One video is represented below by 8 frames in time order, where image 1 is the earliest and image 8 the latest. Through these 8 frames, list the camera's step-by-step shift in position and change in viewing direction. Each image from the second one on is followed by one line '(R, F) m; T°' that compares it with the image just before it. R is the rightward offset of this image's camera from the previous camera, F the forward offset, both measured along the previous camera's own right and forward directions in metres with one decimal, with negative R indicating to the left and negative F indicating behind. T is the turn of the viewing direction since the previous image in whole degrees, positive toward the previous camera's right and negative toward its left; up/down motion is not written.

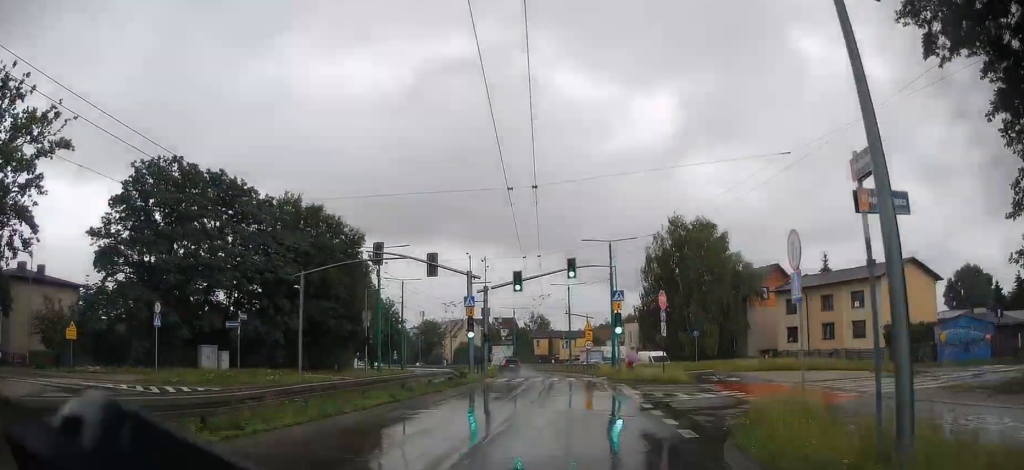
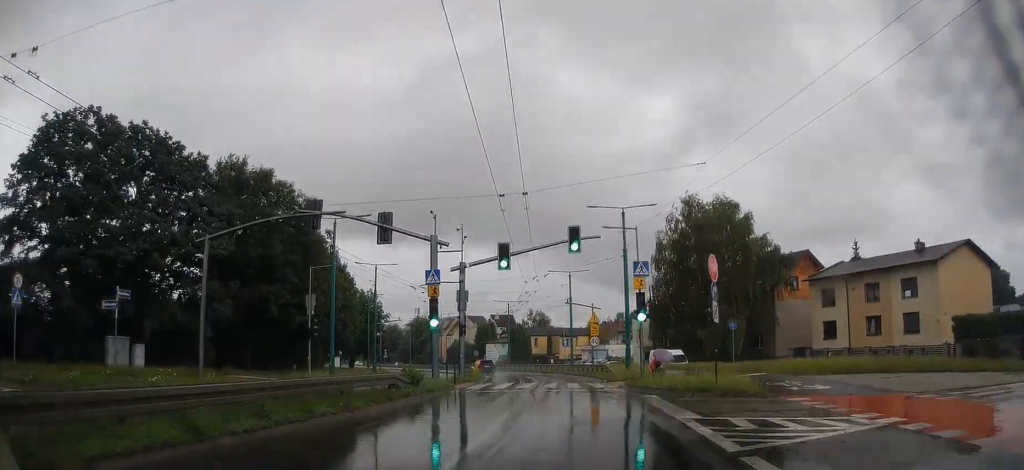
(0.0, +10.0) m; -1°
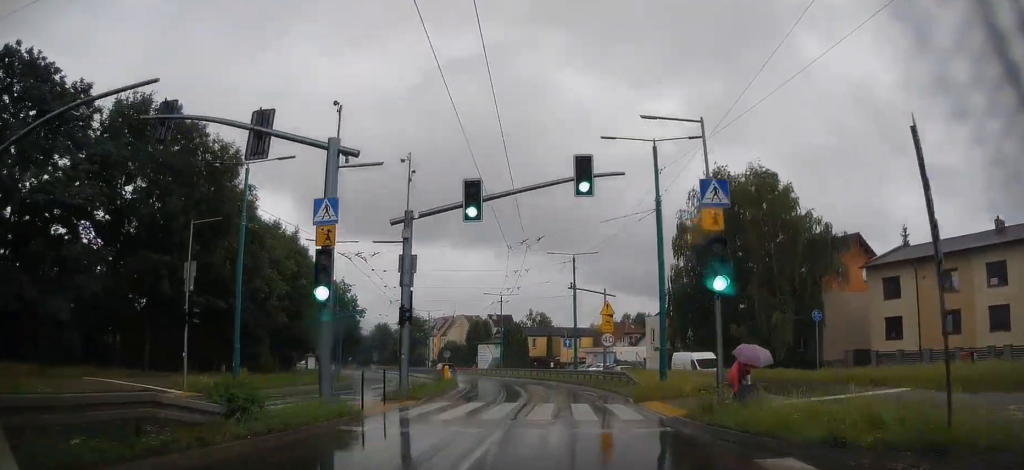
(-0.1, +12.0) m; -3°
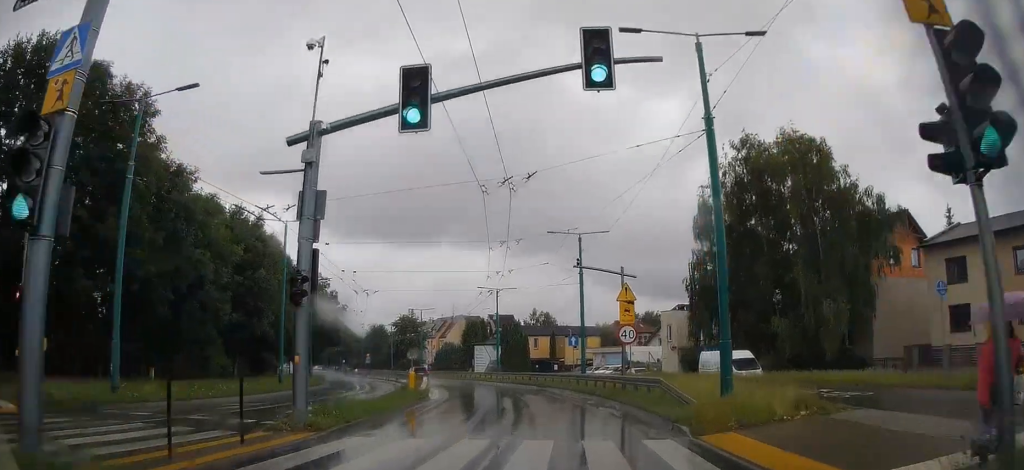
(-0.1, +8.5) m; -3°
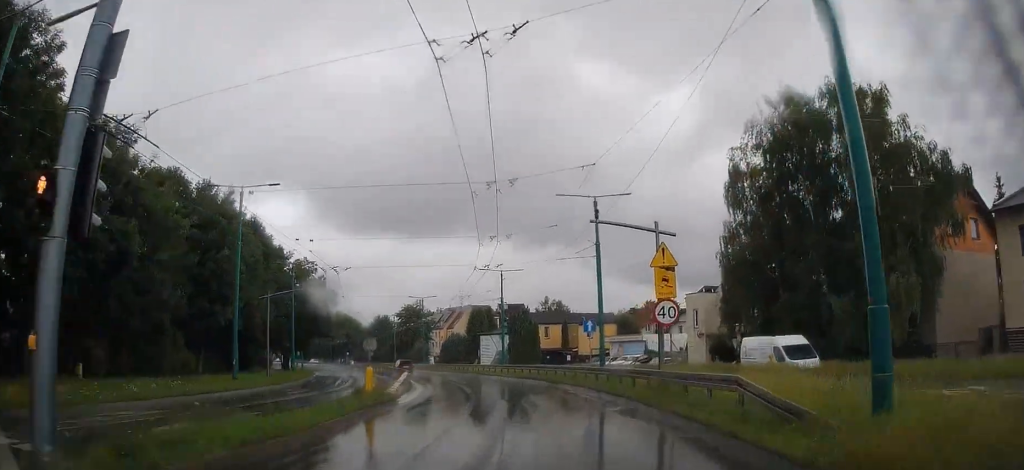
(-0.3, +7.0) m; -2°
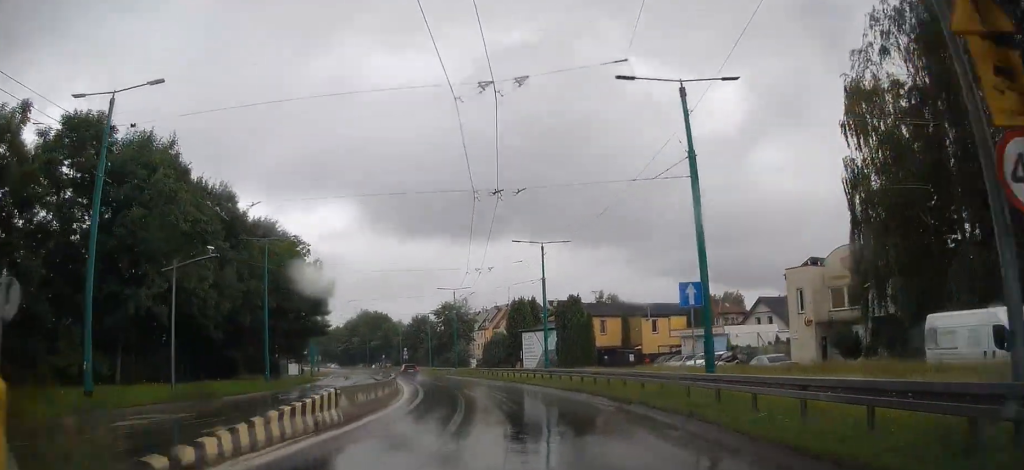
(-0.4, +14.2) m; -5°
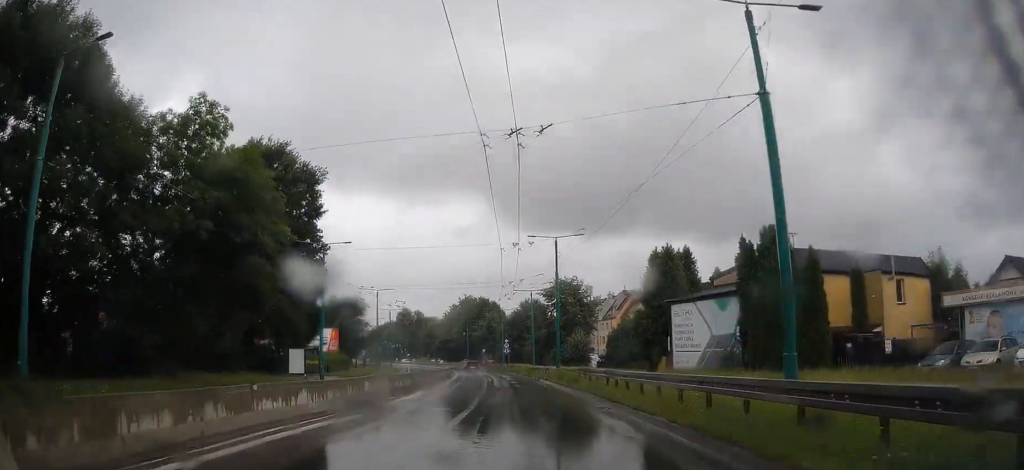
(-2.7, +28.5) m; -8°
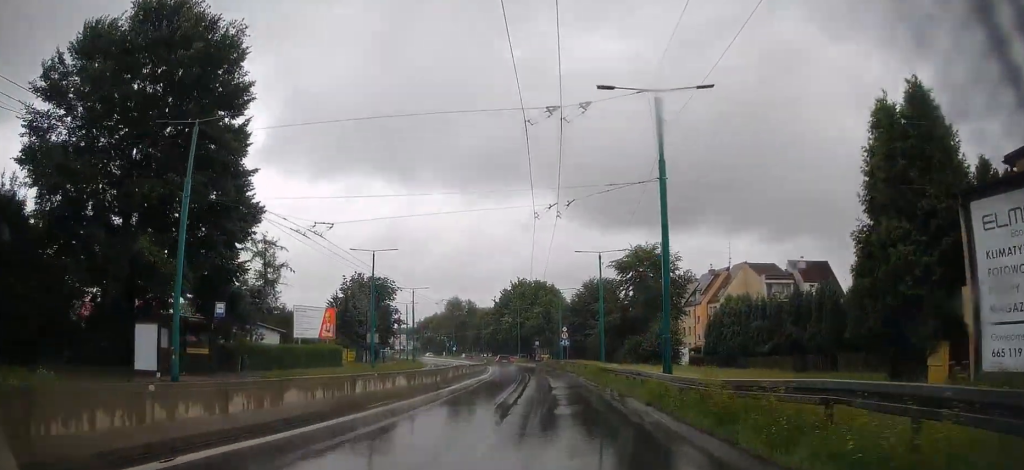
(-0.3, +23.8) m; -3°
